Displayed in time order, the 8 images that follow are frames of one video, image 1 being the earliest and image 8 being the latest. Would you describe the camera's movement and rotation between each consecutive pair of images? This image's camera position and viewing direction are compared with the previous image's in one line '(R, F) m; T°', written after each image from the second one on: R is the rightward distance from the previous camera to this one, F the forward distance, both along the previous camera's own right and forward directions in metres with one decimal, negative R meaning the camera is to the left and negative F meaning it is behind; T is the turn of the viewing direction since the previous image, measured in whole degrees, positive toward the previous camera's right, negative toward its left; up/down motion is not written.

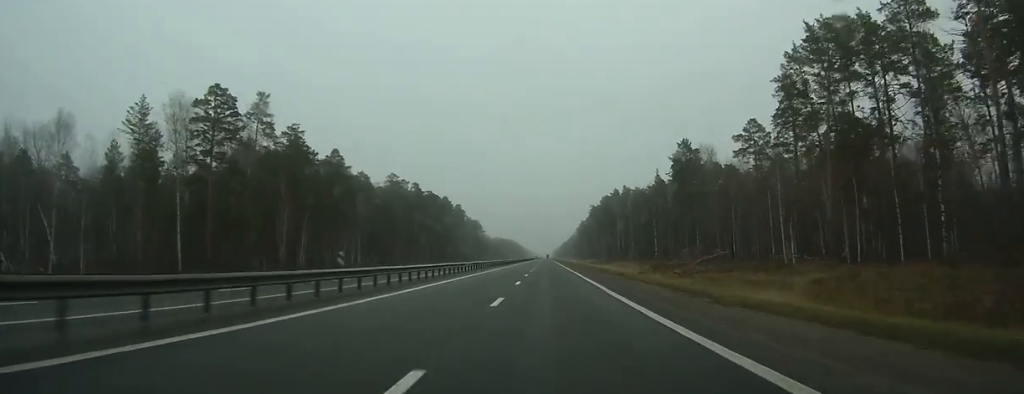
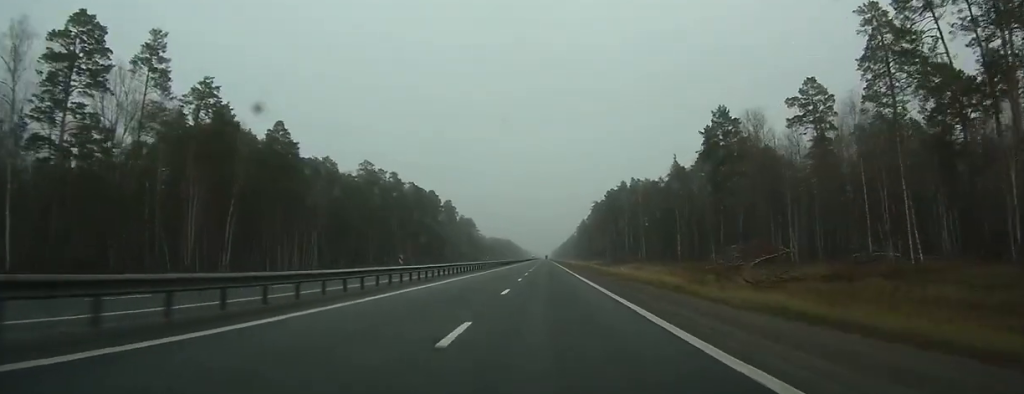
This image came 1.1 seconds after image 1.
(0.0, +31.1) m; 0°
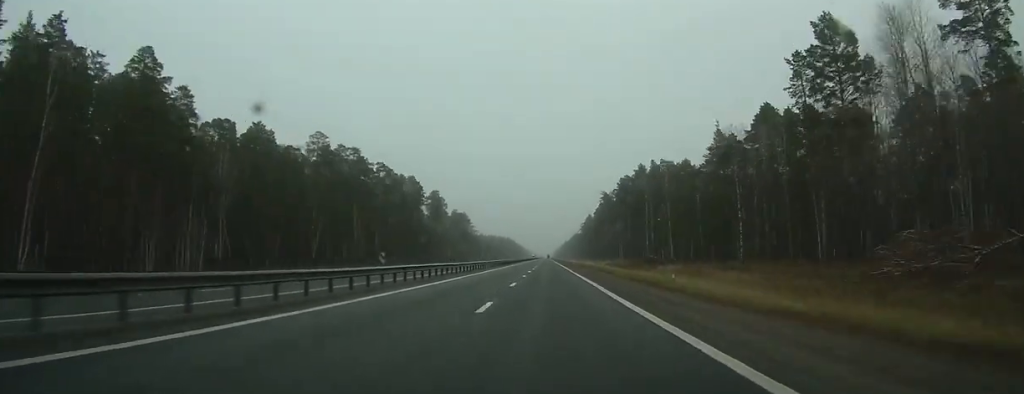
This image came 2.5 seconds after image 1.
(+0.1, +43.1) m; 0°
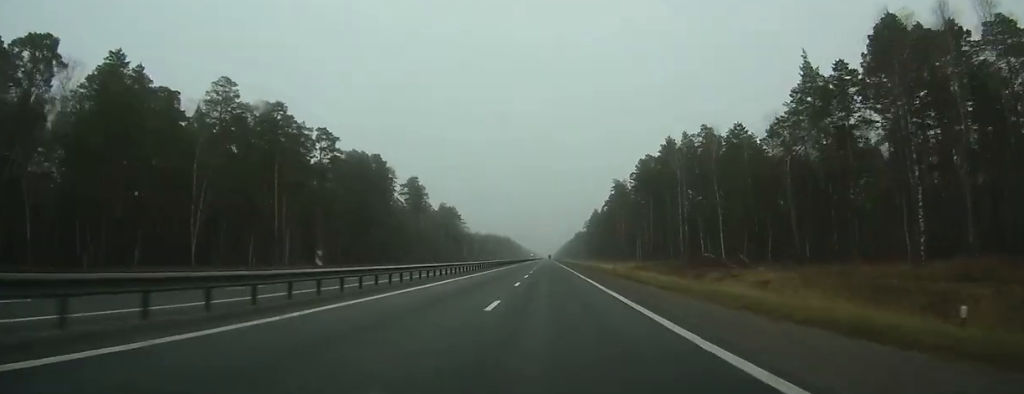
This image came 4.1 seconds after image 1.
(0.0, +47.5) m; 0°
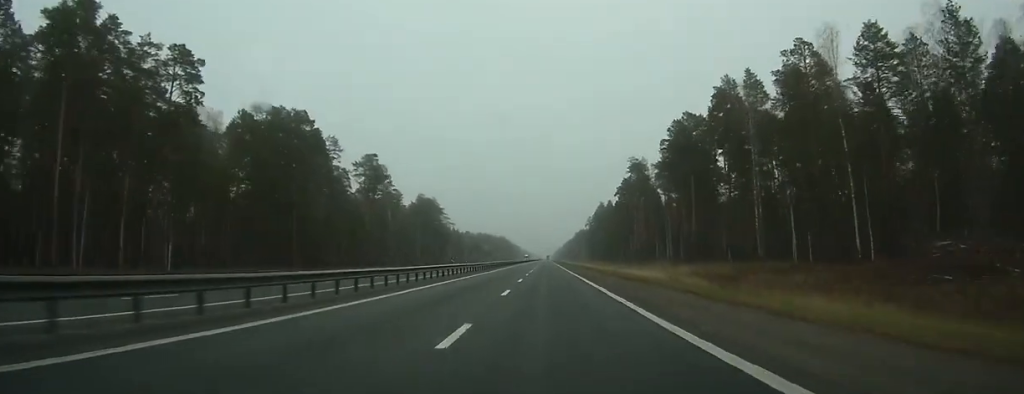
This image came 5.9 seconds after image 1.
(-0.1, +54.1) m; 0°
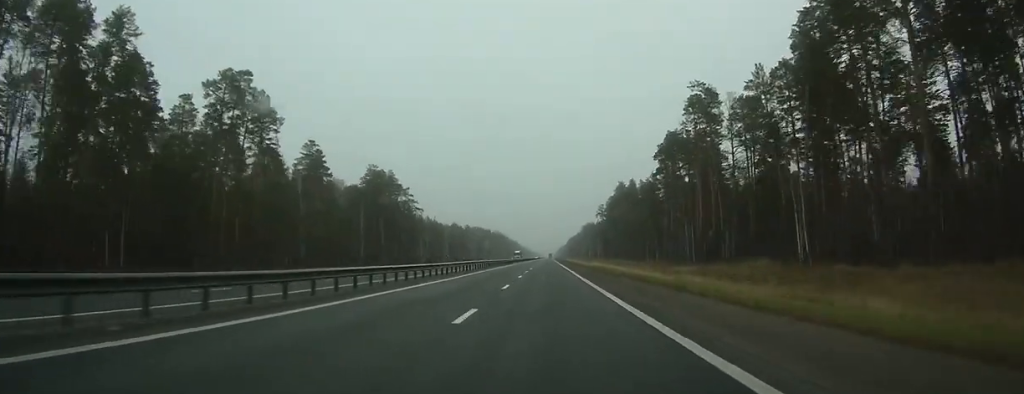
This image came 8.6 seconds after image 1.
(-0.1, +81.6) m; 0°
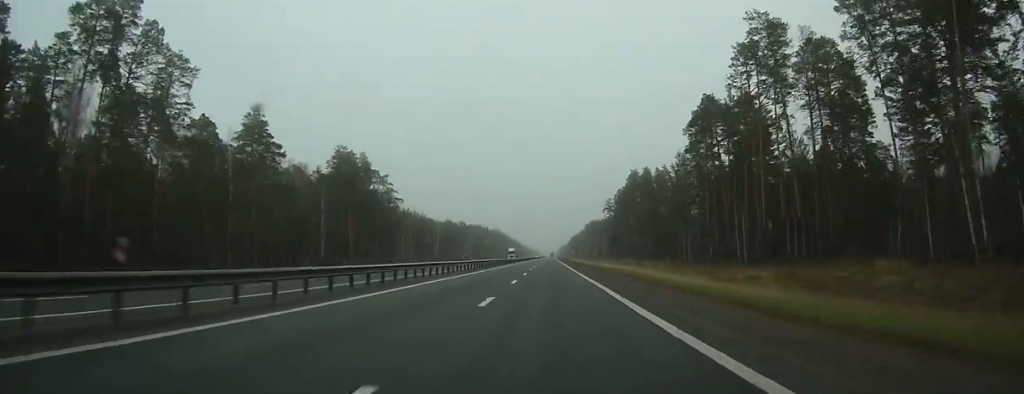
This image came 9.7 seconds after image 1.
(0.0, +33.0) m; 0°
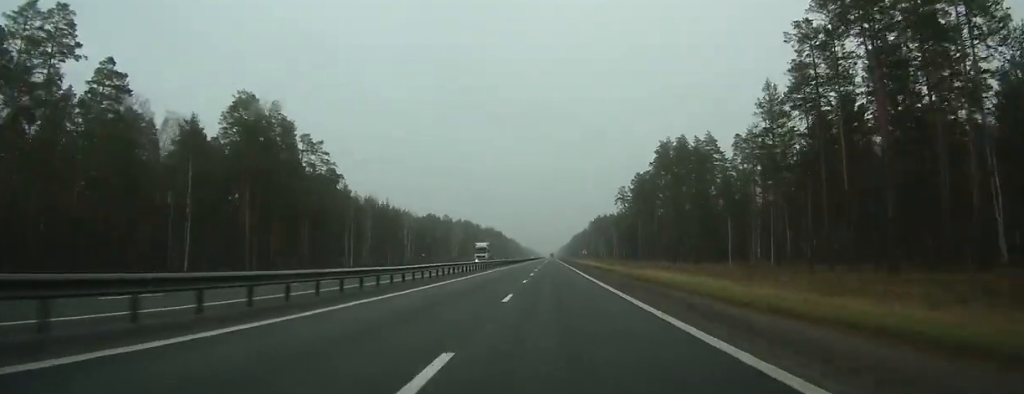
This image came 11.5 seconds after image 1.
(-0.1, +58.0) m; 0°
